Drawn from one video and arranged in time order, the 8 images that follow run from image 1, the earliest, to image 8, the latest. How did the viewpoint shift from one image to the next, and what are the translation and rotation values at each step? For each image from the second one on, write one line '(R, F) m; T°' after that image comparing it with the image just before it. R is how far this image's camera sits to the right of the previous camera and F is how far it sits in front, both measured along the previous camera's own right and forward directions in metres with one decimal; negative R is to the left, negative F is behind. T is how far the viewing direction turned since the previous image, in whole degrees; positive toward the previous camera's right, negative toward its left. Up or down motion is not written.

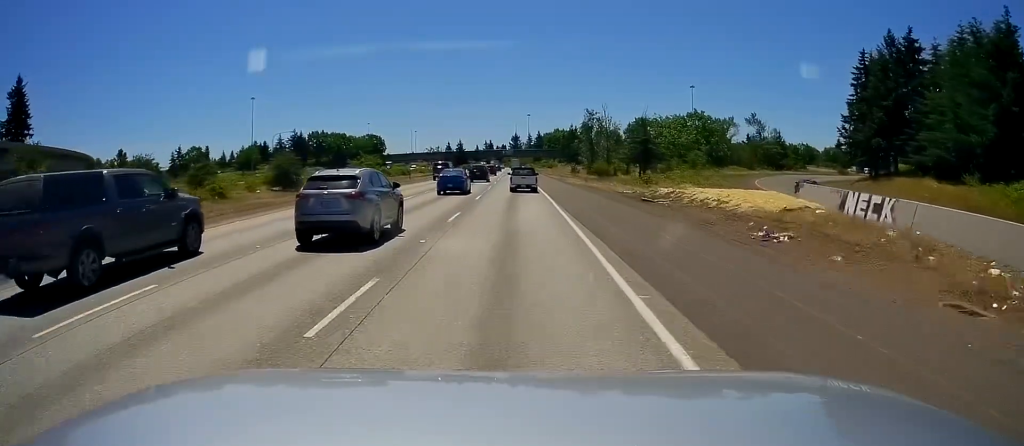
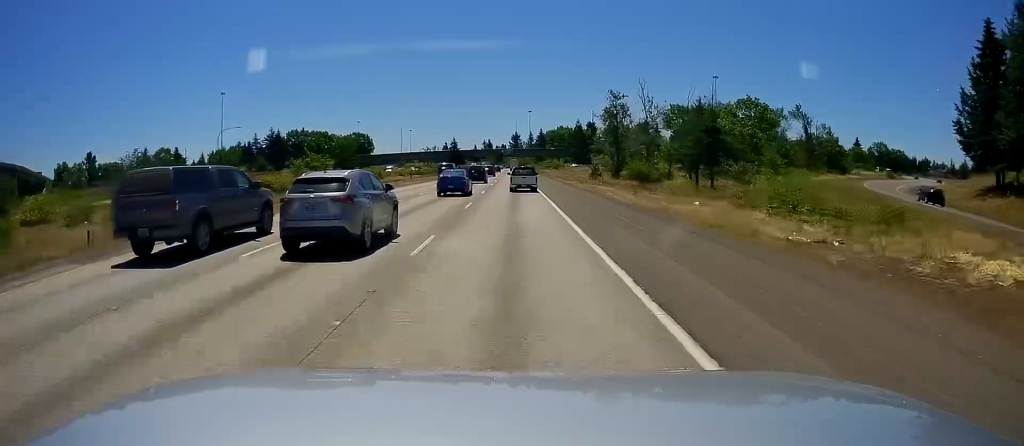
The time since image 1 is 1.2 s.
(-0.3, +30.4) m; 0°
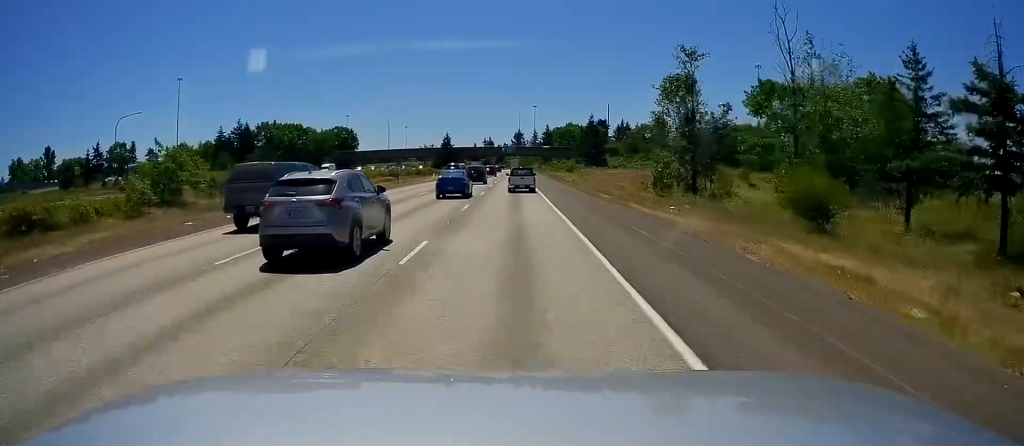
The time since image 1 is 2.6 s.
(+0.6, +37.2) m; 0°
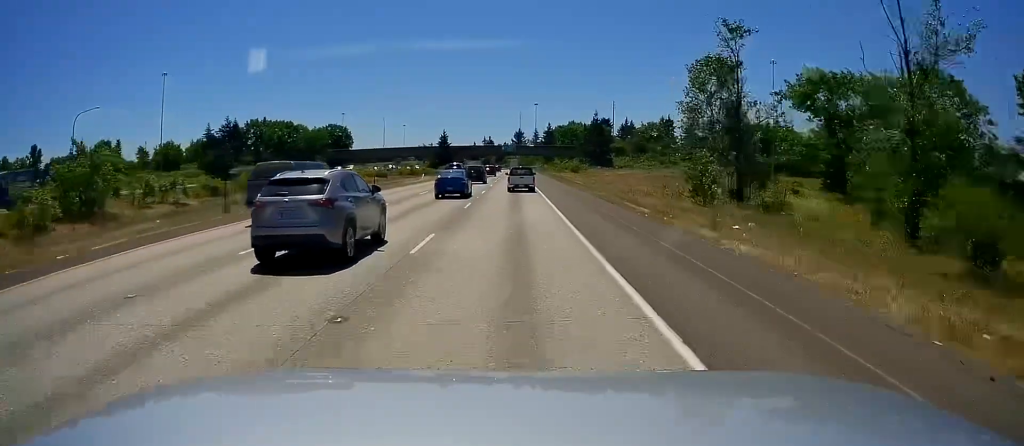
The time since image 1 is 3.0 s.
(-0.3, +11.0) m; -1°
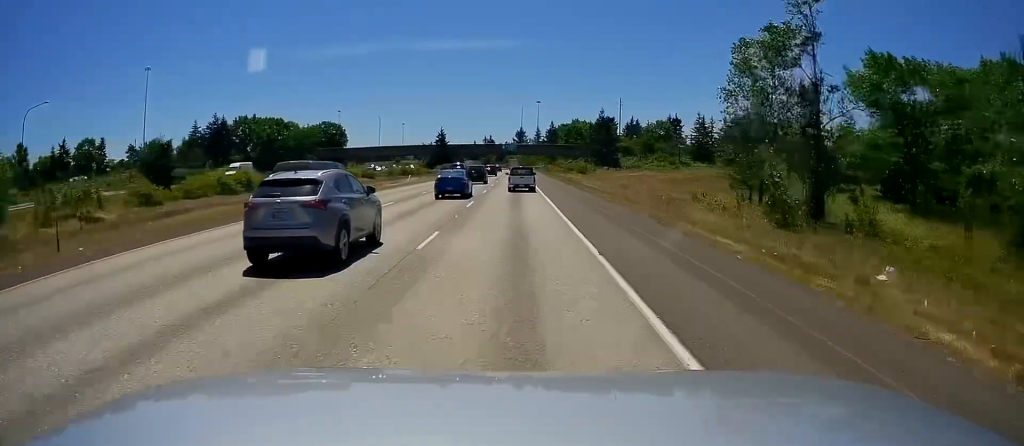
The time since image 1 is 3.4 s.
(-0.1, +11.5) m; -1°
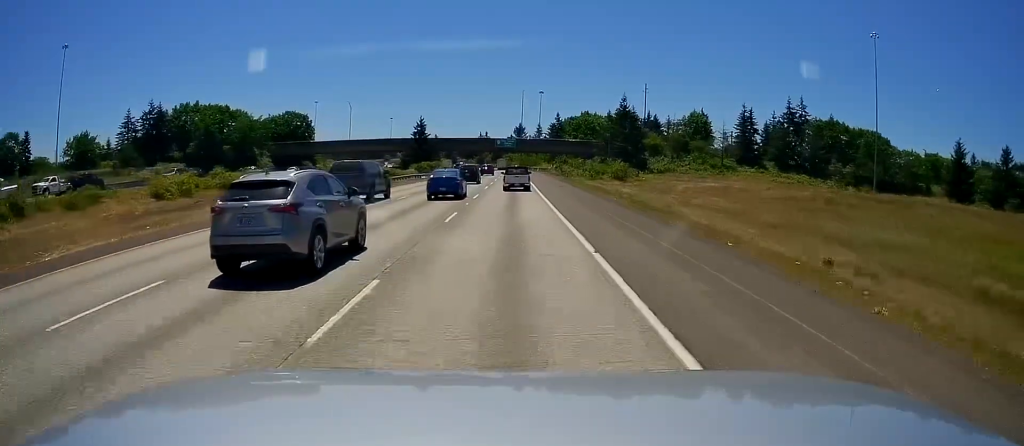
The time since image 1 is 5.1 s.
(+0.2, +42.9) m; +1°
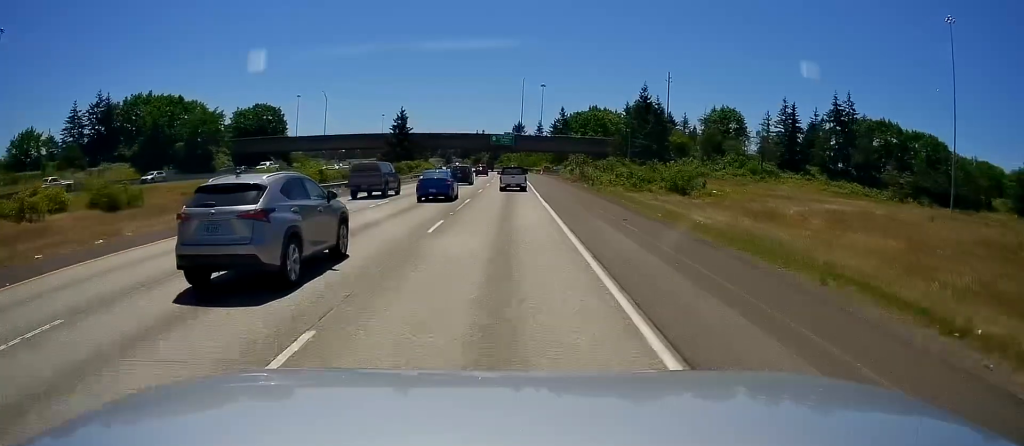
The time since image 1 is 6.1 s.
(0.0, +26.5) m; 0°
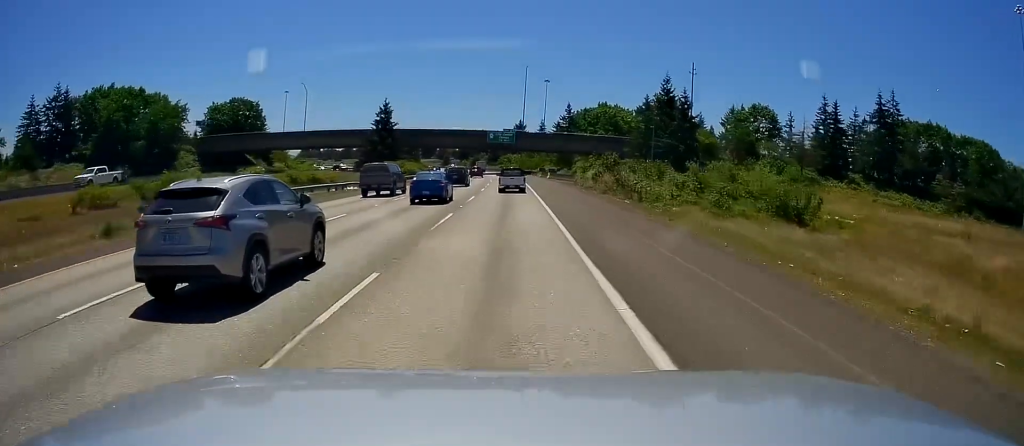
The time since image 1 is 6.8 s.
(0.0, +18.6) m; 0°
